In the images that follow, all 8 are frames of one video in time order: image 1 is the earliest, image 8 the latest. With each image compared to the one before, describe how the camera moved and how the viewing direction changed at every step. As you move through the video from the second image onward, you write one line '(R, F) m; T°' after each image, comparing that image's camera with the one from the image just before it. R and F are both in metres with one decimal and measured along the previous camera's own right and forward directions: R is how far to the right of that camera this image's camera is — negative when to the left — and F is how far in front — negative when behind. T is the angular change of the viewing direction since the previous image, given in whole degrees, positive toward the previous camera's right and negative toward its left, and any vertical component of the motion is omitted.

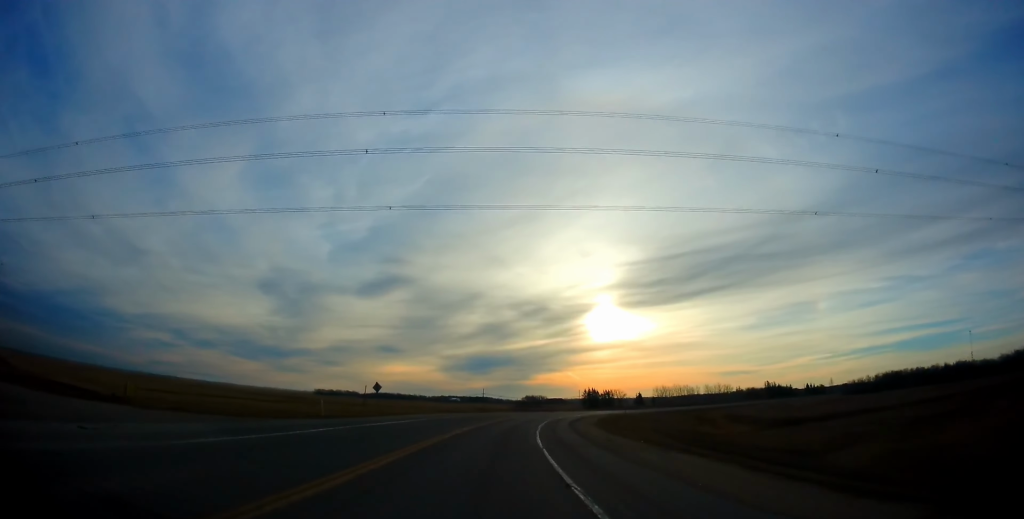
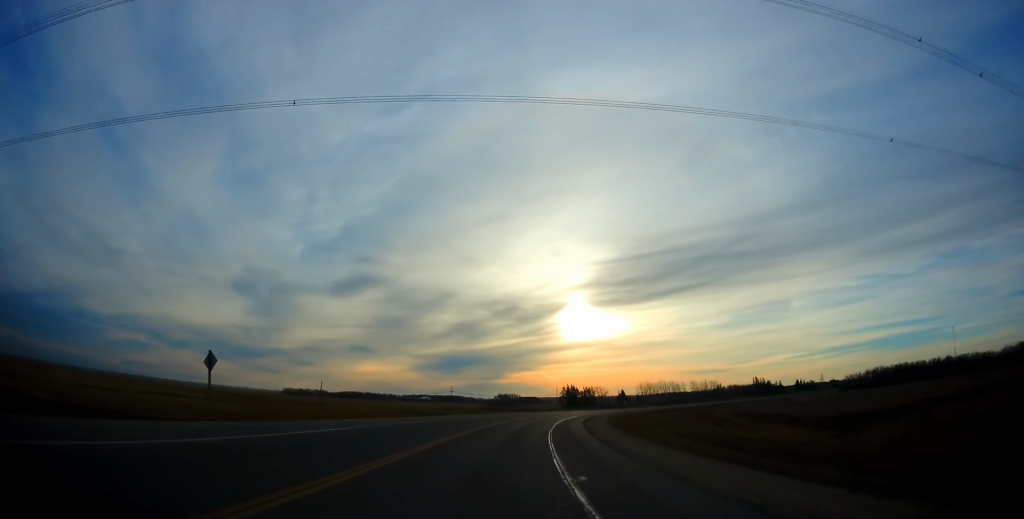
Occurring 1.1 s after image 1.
(-0.3, +28.4) m; +3°
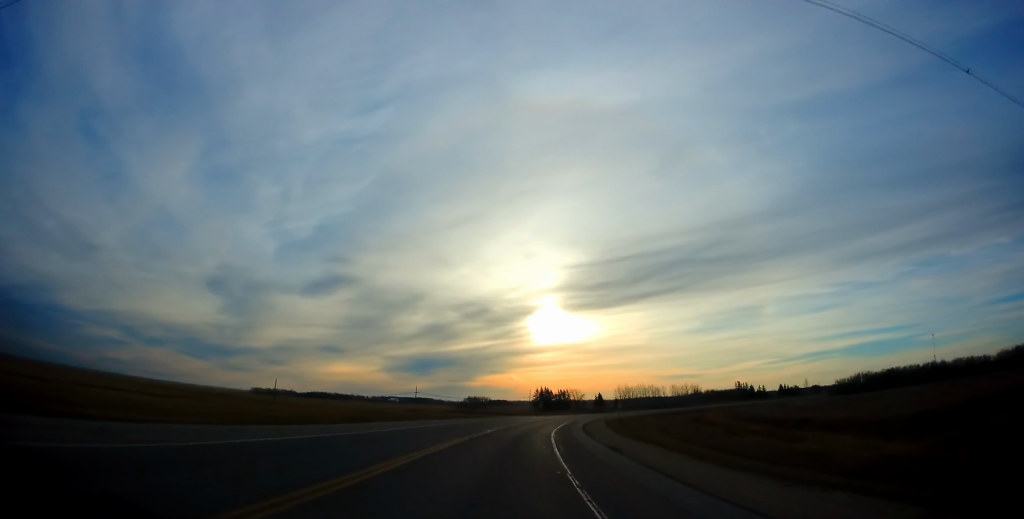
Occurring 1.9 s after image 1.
(+1.0, +20.3) m; +5°
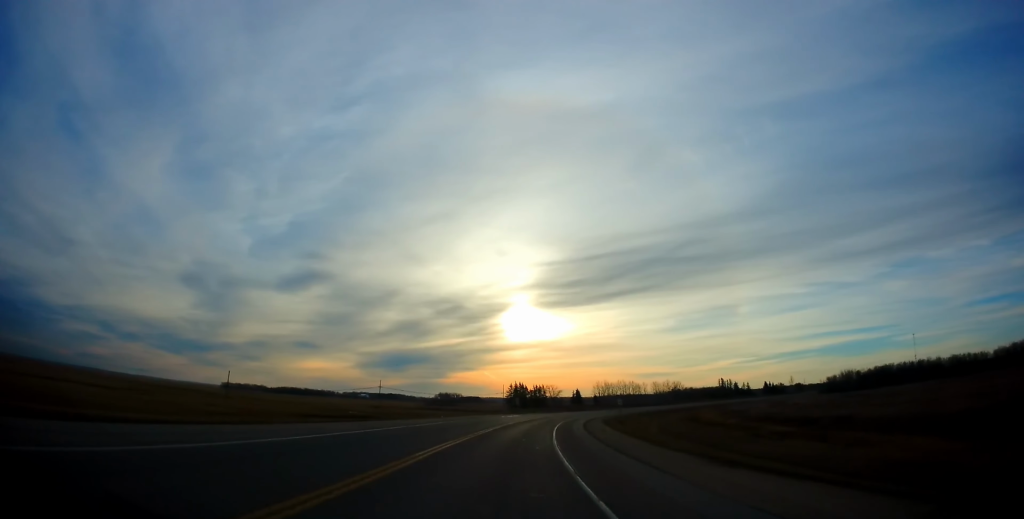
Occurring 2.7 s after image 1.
(+0.6, +19.5) m; +4°
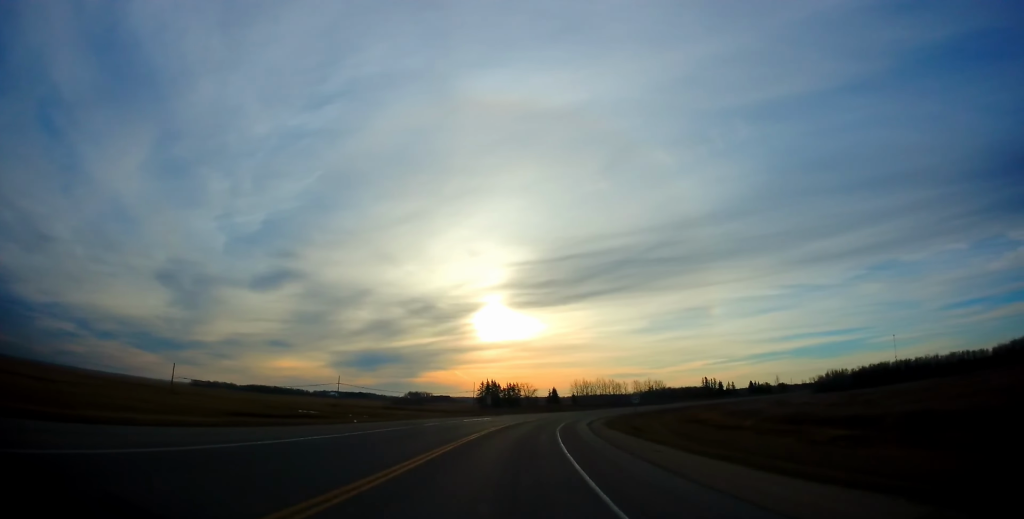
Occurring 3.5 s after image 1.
(+0.7, +21.5) m; +4°
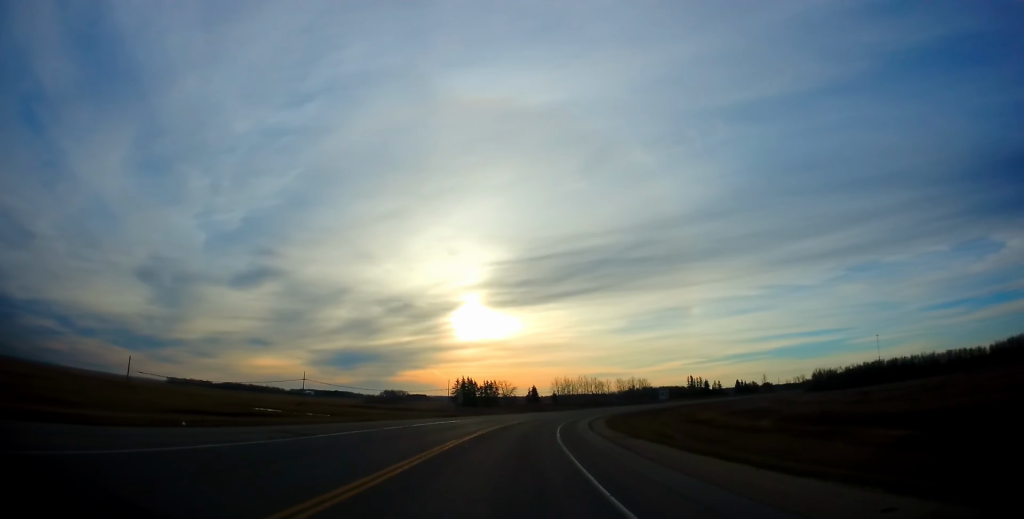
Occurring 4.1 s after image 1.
(+0.4, +14.8) m; +2°
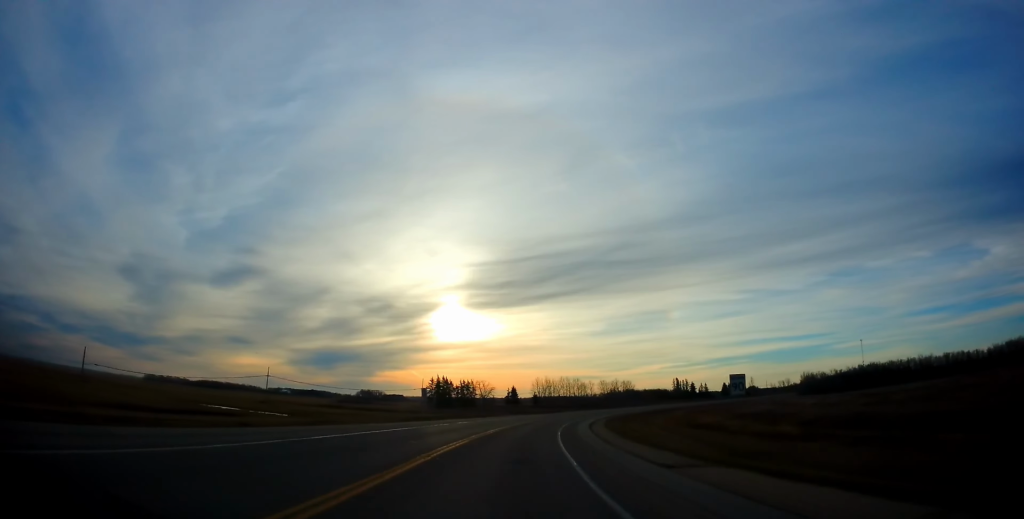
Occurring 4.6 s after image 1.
(+0.2, +14.0) m; +2°
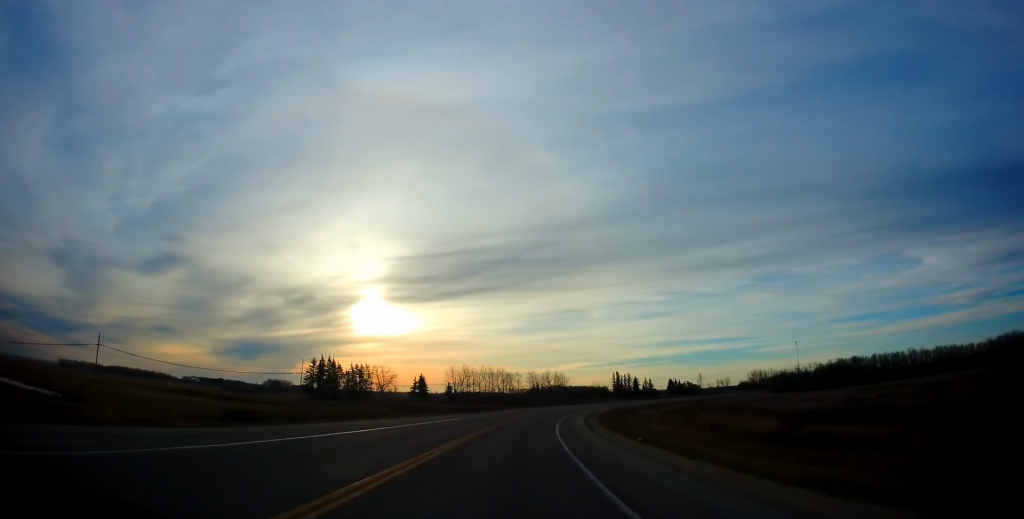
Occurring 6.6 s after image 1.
(+3.7, +51.1) m; +8°
